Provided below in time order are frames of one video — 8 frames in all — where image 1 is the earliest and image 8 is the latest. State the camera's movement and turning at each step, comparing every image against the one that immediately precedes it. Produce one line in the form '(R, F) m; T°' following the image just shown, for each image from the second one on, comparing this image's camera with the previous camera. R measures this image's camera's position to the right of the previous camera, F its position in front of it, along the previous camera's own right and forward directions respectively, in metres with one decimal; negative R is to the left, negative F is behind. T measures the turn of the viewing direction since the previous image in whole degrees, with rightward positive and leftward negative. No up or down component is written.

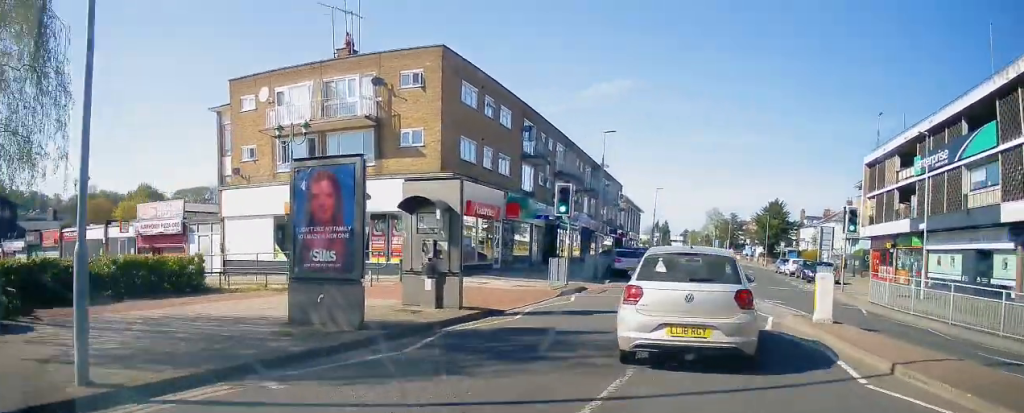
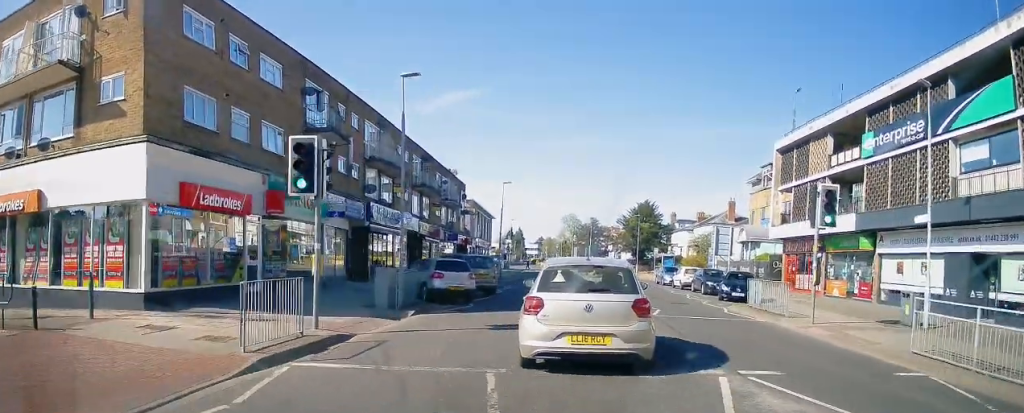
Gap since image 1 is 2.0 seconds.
(+0.9, +11.1) m; +5°
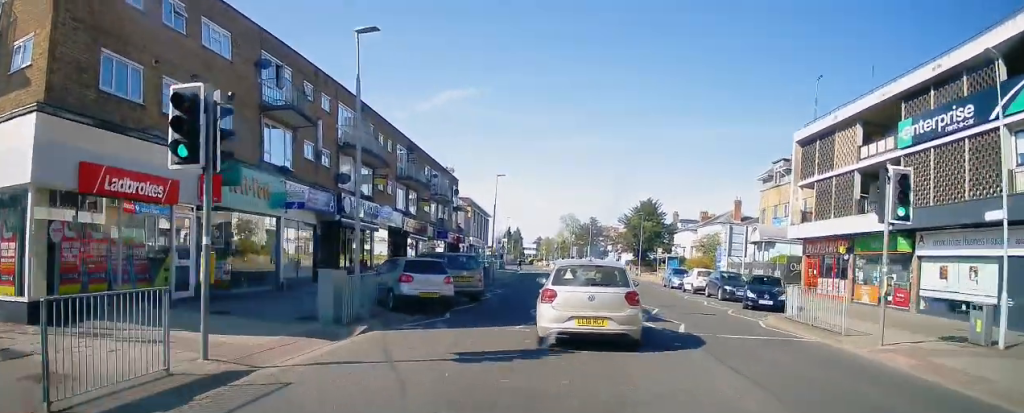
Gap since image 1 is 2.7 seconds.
(+0.2, +4.3) m; 0°
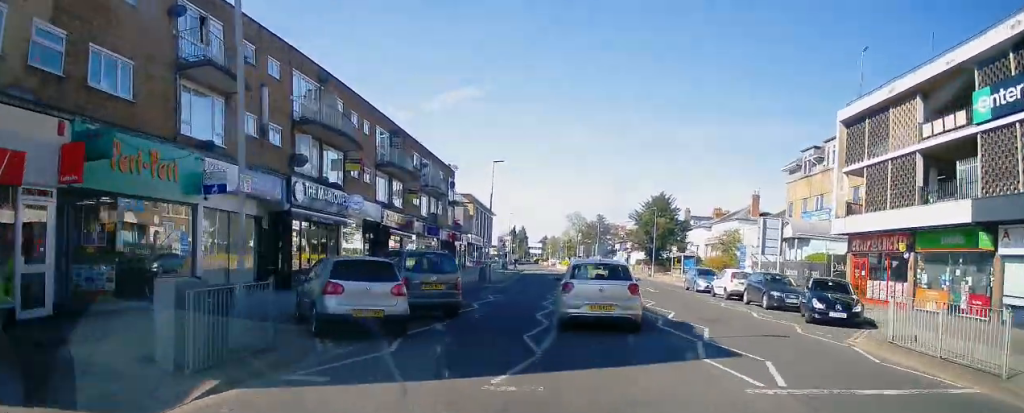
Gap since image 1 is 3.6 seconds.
(-0.2, +6.5) m; -3°
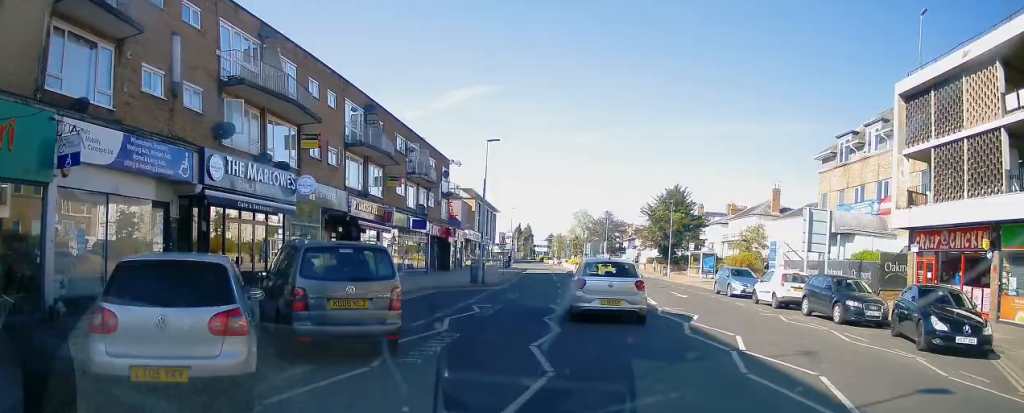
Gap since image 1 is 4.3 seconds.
(-0.2, +6.5) m; -1°
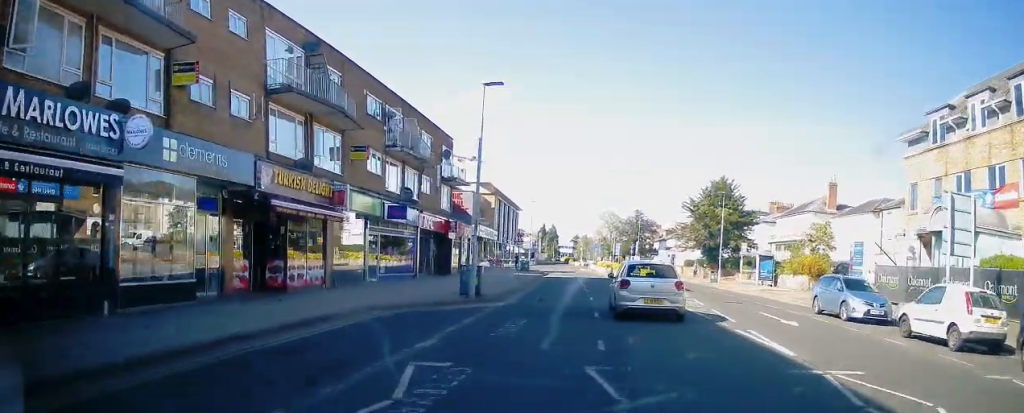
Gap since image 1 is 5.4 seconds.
(-0.1, +11.2) m; 0°
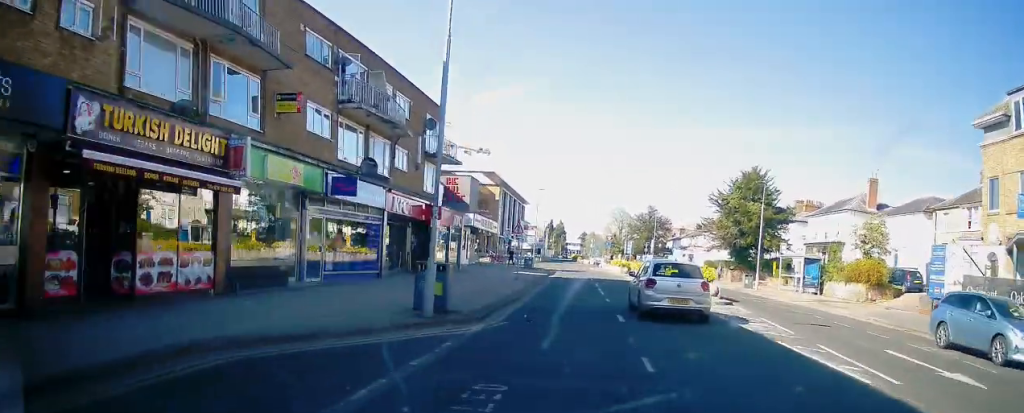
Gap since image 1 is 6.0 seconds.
(0.0, +7.8) m; 0°
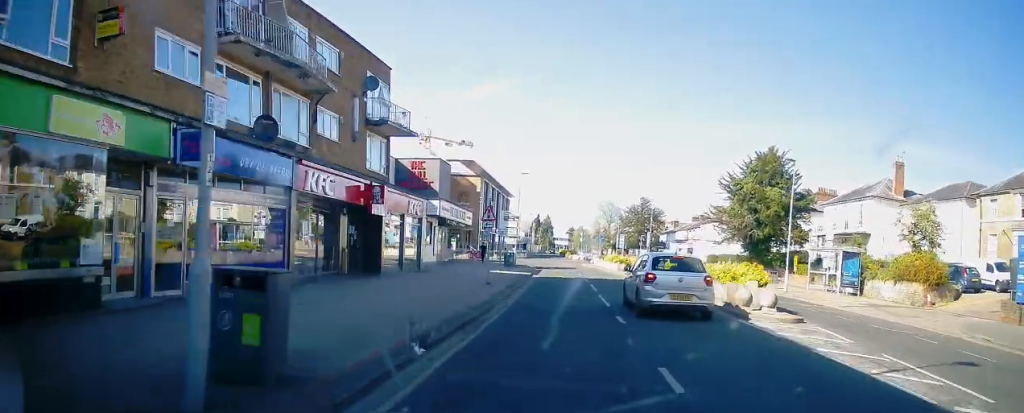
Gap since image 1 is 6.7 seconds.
(0.0, +7.8) m; 0°
